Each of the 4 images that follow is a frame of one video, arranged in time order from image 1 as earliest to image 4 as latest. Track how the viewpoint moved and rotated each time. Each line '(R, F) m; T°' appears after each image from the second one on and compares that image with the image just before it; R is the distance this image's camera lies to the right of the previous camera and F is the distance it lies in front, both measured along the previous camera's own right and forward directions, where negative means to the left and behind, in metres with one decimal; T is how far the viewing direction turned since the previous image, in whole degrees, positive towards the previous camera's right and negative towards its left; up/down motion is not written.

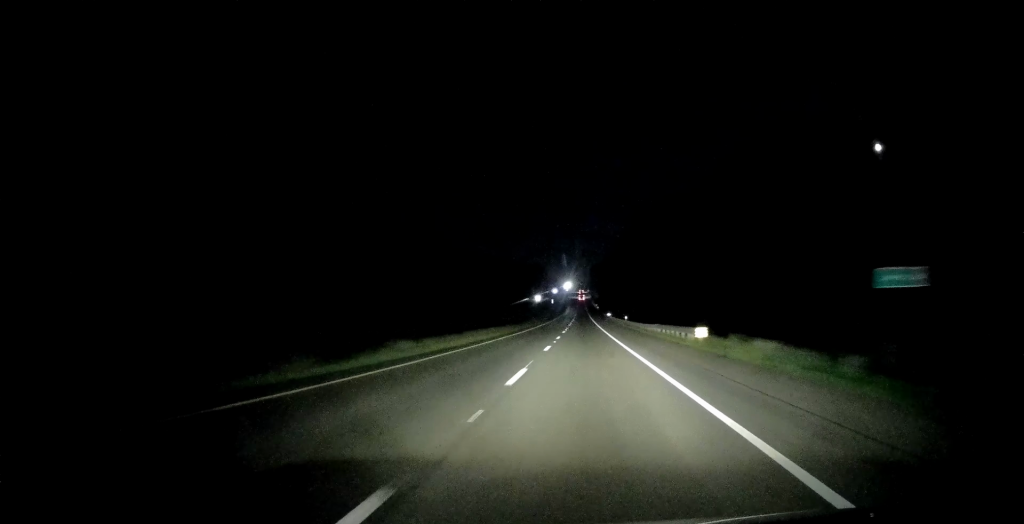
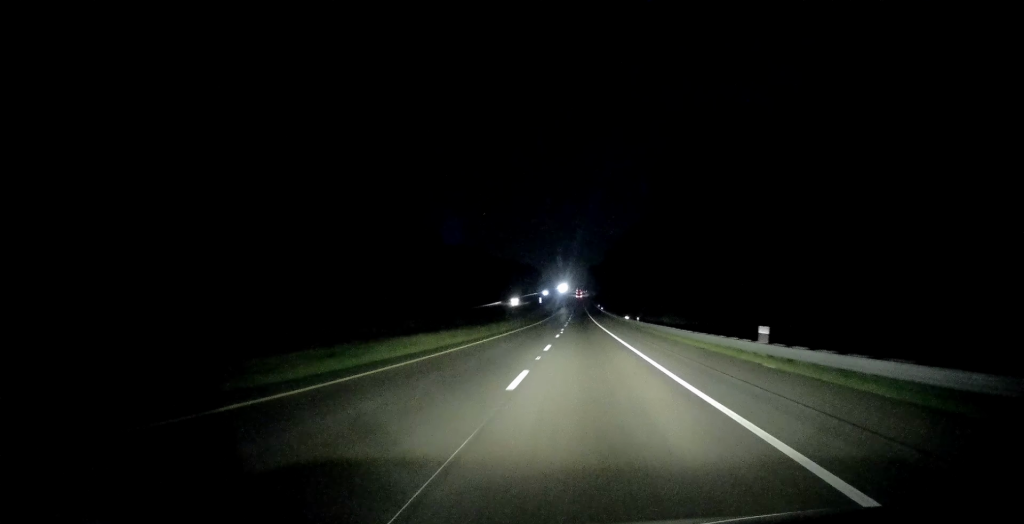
(+0.5, +61.4) m; 0°
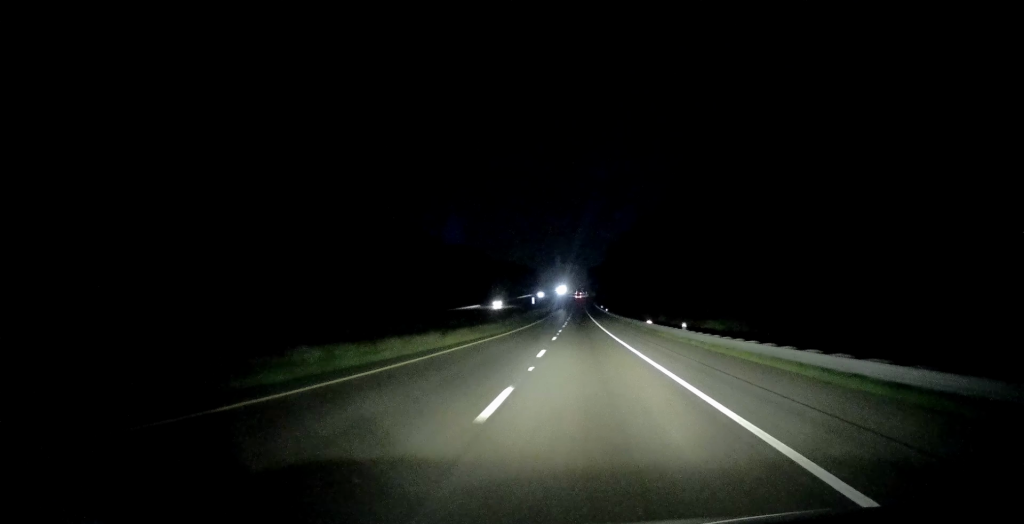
(-0.3, +27.4) m; 0°
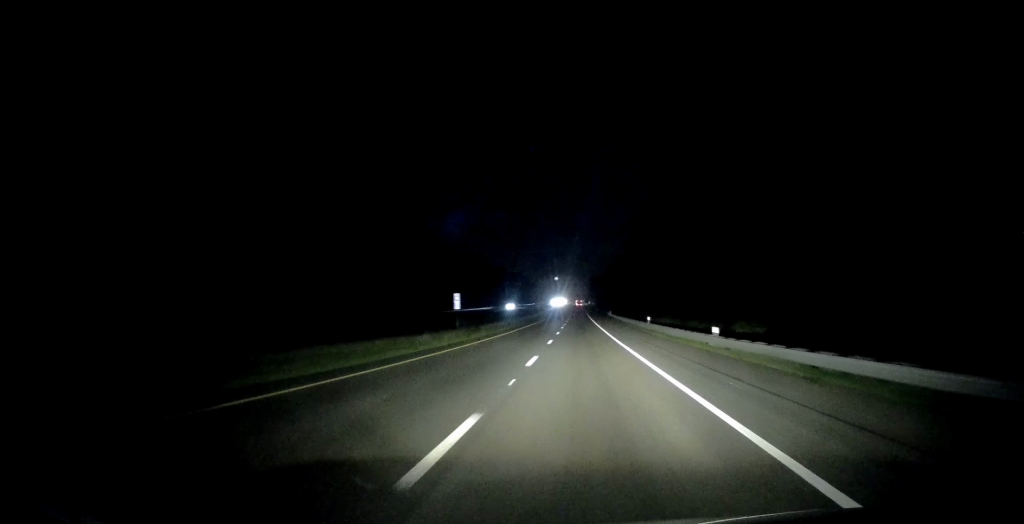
(+0.3, +99.7) m; 0°
